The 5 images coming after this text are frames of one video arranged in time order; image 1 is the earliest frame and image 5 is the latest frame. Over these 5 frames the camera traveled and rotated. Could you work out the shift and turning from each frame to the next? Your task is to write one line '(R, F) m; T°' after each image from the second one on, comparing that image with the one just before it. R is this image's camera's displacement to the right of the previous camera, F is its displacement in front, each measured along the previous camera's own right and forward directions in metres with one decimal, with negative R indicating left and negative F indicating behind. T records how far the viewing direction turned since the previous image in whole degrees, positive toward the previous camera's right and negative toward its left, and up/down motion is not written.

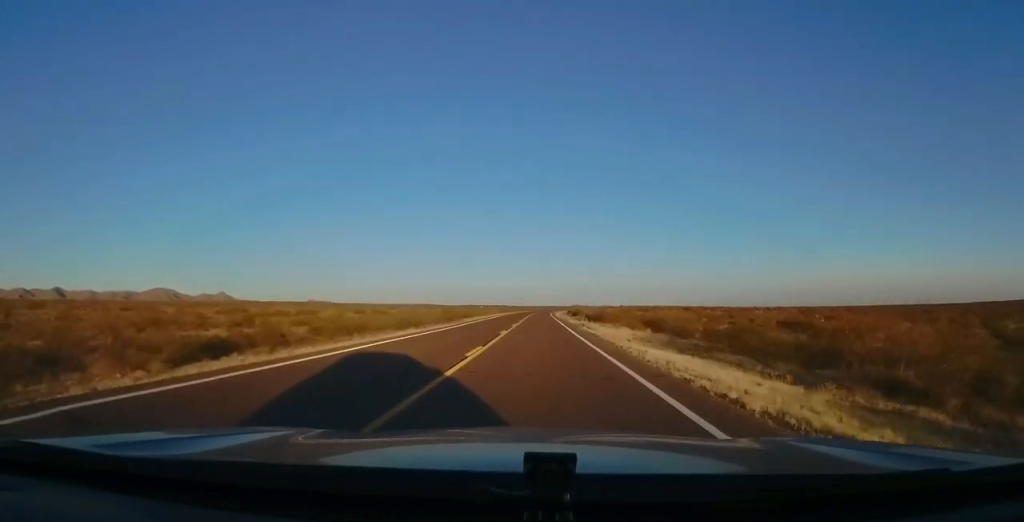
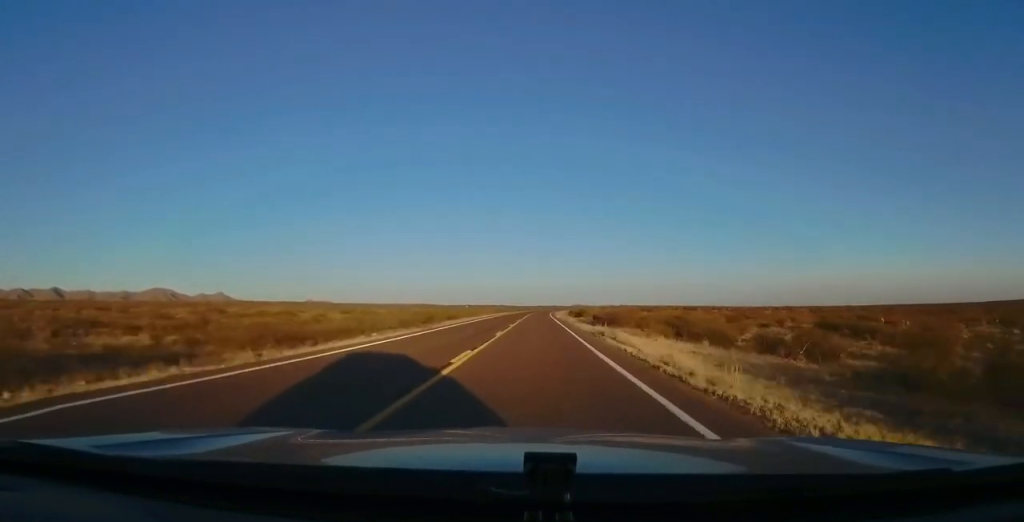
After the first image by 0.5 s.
(+0.1, +13.6) m; 0°
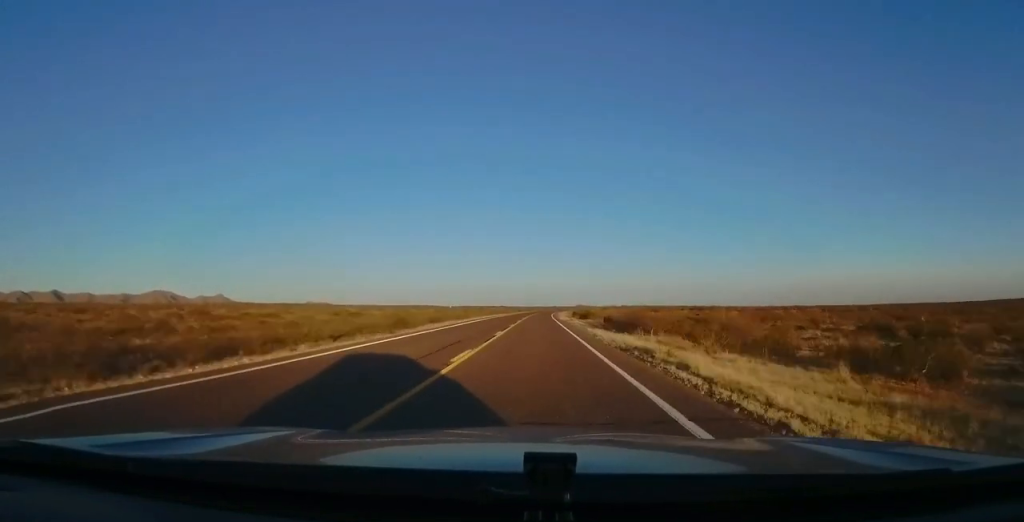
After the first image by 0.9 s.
(+0.2, +11.7) m; 0°
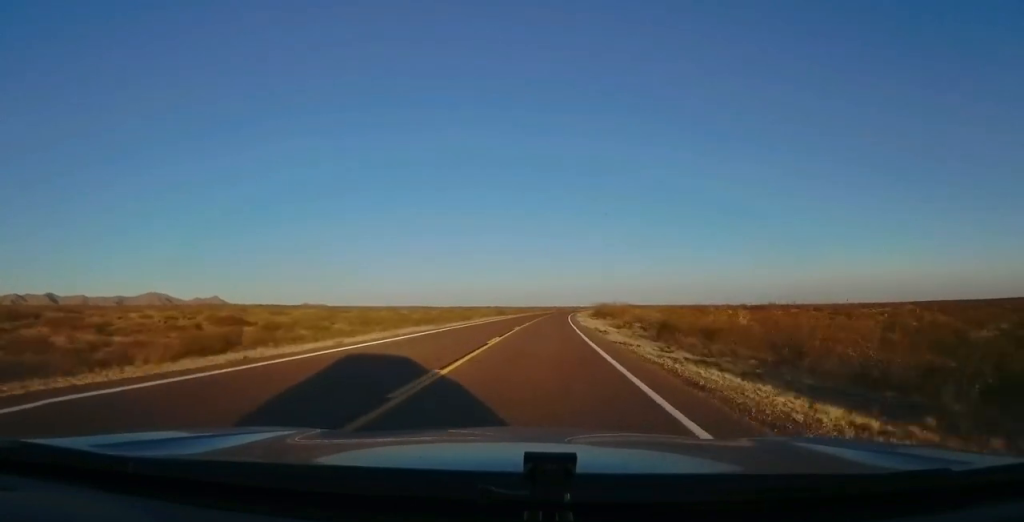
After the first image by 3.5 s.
(+0.7, +77.3) m; +1°
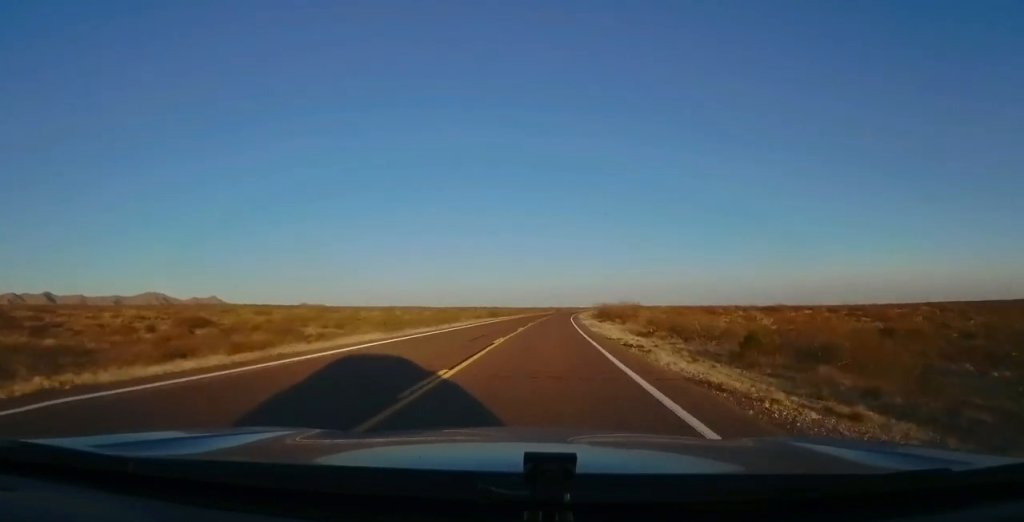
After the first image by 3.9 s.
(+0.3, +11.7) m; 0°
